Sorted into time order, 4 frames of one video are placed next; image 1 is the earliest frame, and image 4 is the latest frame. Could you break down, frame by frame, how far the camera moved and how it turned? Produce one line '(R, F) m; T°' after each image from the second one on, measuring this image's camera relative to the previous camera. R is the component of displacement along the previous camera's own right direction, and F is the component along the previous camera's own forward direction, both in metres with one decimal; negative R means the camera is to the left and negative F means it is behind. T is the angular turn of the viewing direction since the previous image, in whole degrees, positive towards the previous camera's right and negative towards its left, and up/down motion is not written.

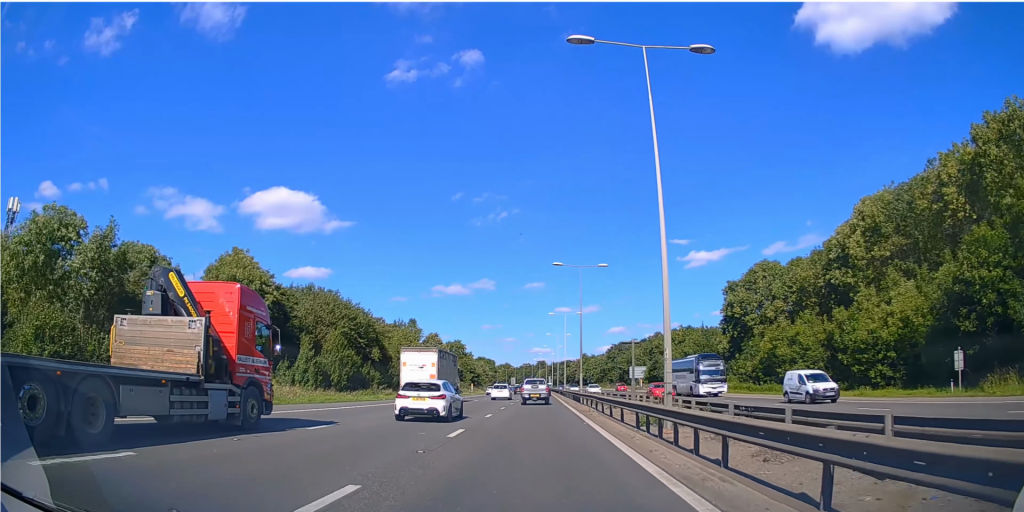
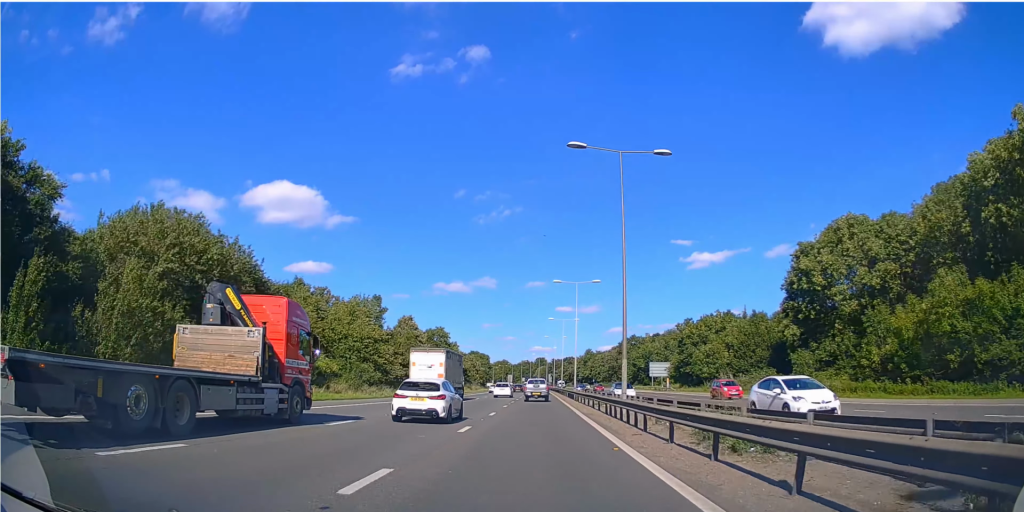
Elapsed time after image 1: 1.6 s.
(0.0, +28.0) m; 0°
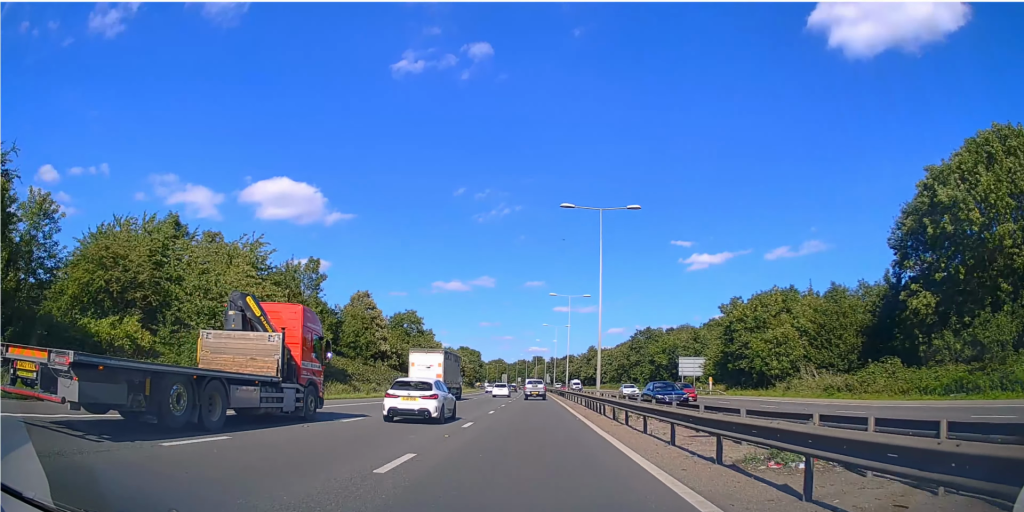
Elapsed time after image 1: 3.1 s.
(-0.1, +26.3) m; 0°
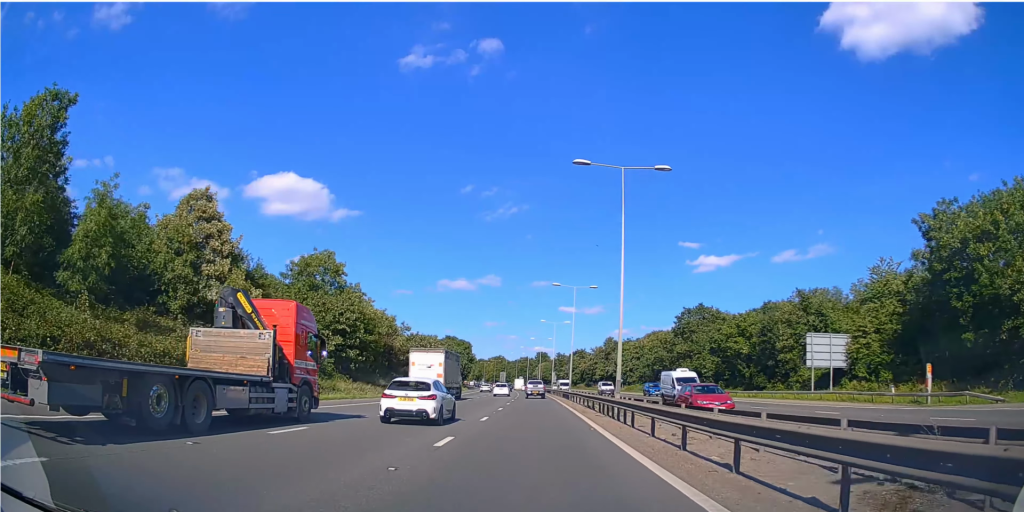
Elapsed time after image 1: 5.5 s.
(+0.2, +45.5) m; 0°
